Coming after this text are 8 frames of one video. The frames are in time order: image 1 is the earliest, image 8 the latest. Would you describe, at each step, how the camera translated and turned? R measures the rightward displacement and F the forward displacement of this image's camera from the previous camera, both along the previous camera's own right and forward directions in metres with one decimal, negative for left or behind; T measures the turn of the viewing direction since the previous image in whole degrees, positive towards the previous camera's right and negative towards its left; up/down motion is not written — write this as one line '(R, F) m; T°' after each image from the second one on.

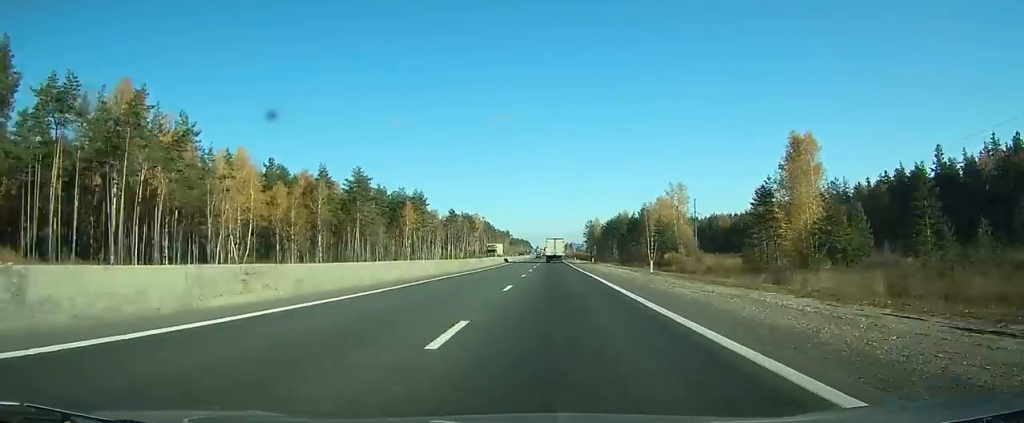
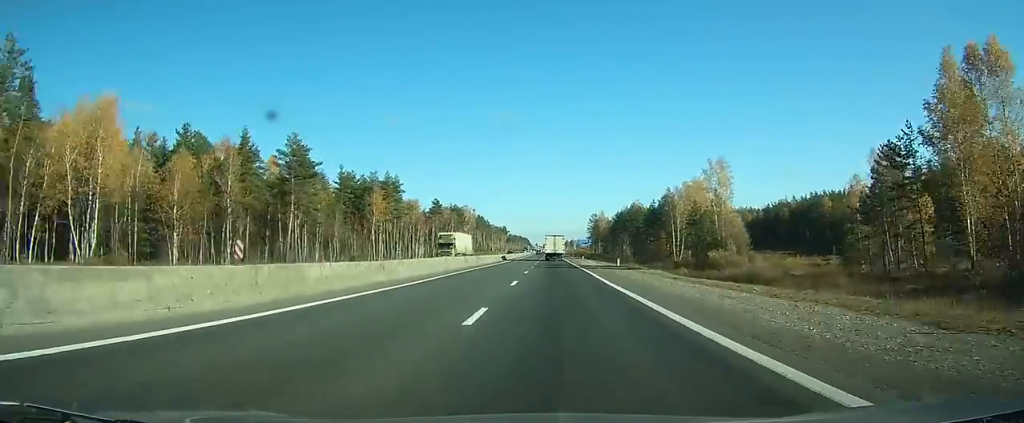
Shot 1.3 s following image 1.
(0.0, +32.4) m; 0°
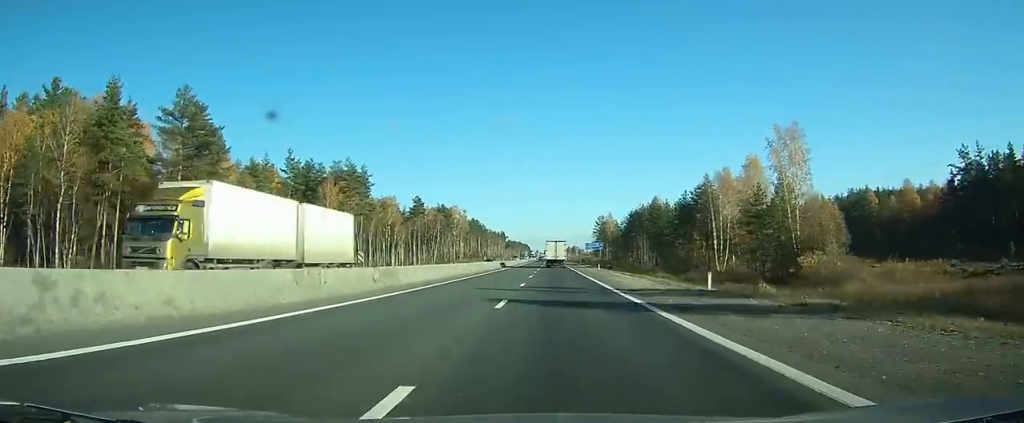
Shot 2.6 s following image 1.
(0.0, +30.4) m; 0°
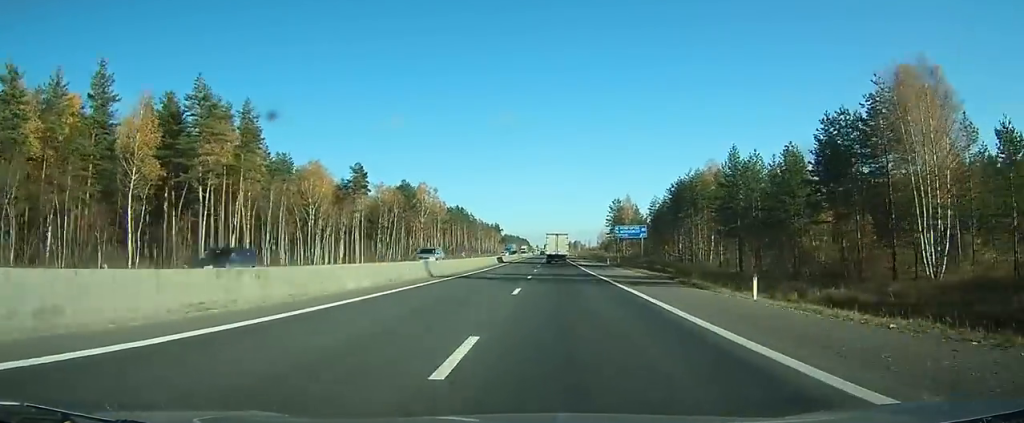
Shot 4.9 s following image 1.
(0.0, +55.0) m; 0°
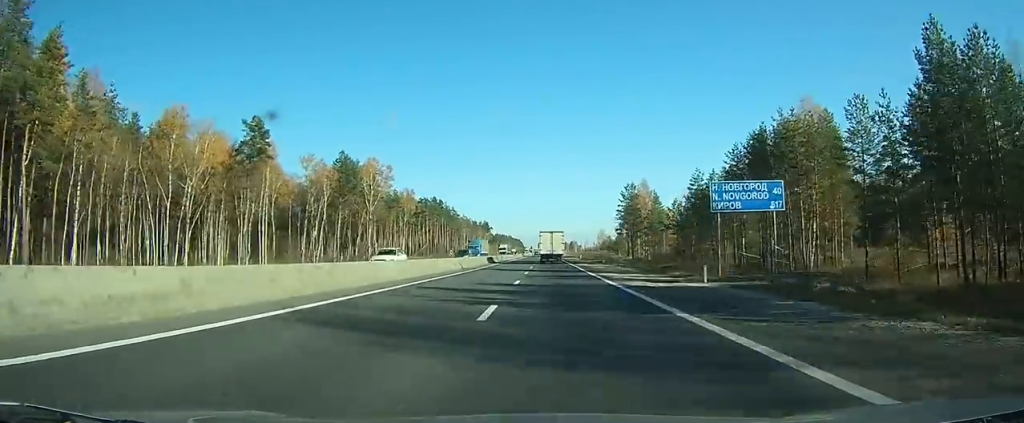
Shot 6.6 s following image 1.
(0.0, +45.0) m; 0°
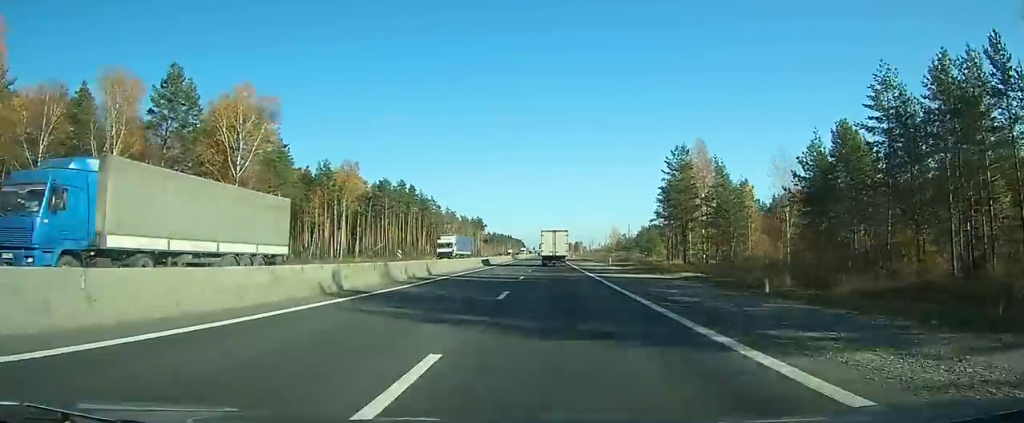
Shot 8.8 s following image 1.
(+0.2, +56.6) m; 0°
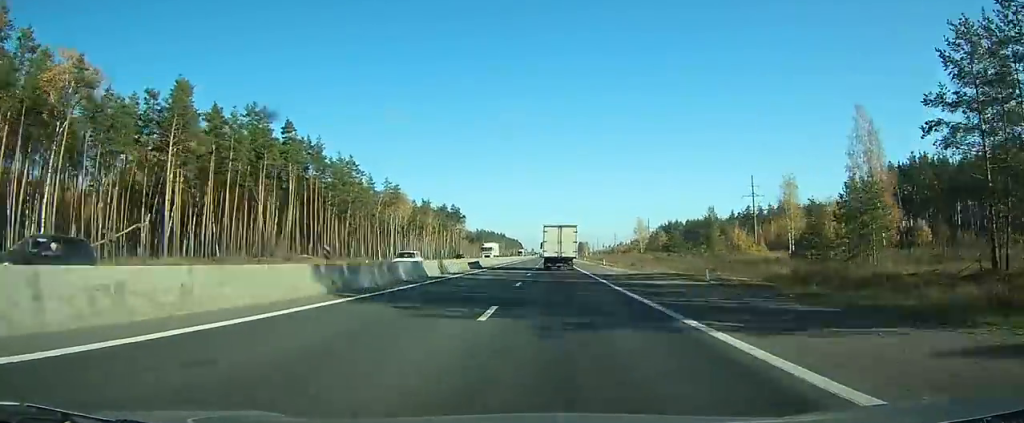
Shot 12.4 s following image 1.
(-0.1, +87.5) m; 0°
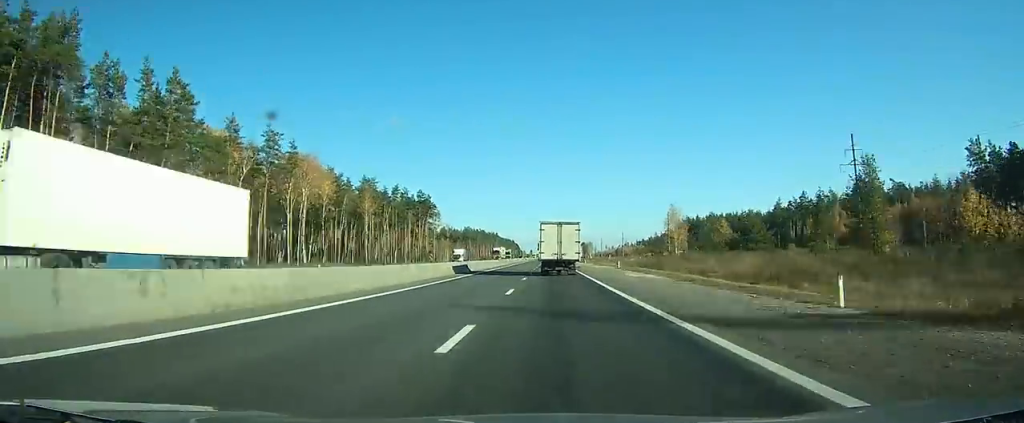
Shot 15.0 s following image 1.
(+0.2, +62.1) m; 0°
